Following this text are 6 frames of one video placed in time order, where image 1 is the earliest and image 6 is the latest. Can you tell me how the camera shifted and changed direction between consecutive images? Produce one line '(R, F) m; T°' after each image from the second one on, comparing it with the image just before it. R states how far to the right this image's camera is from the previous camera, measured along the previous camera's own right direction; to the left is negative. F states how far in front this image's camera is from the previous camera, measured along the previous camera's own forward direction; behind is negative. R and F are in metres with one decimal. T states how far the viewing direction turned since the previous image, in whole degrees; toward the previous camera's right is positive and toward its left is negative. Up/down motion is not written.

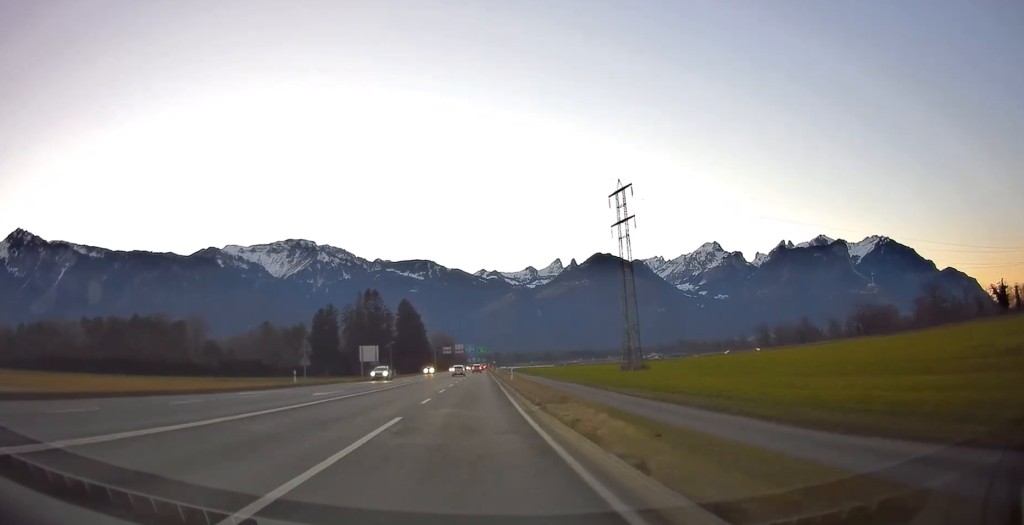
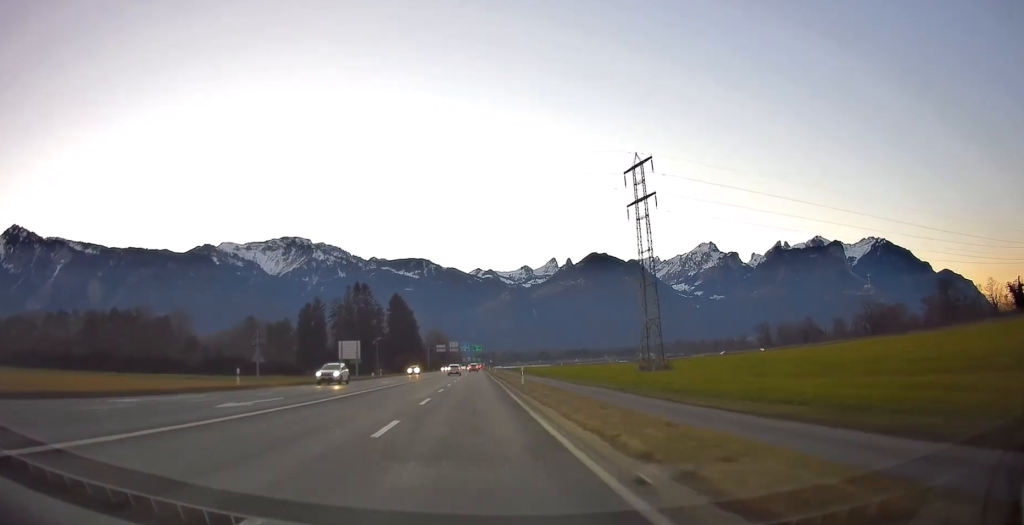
(+0.2, +10.3) m; 0°
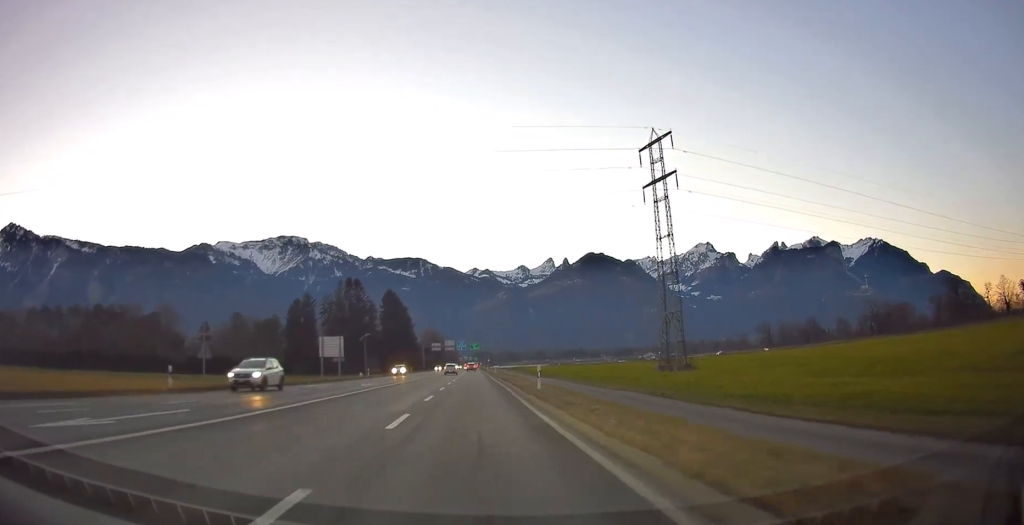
(-0.1, +7.7) m; 0°
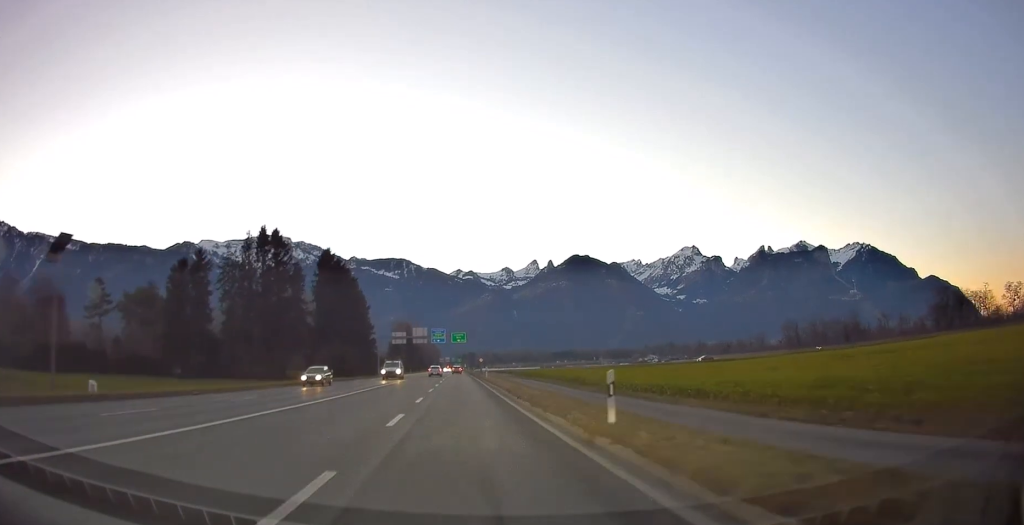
(+2.1, +63.2) m; +3°
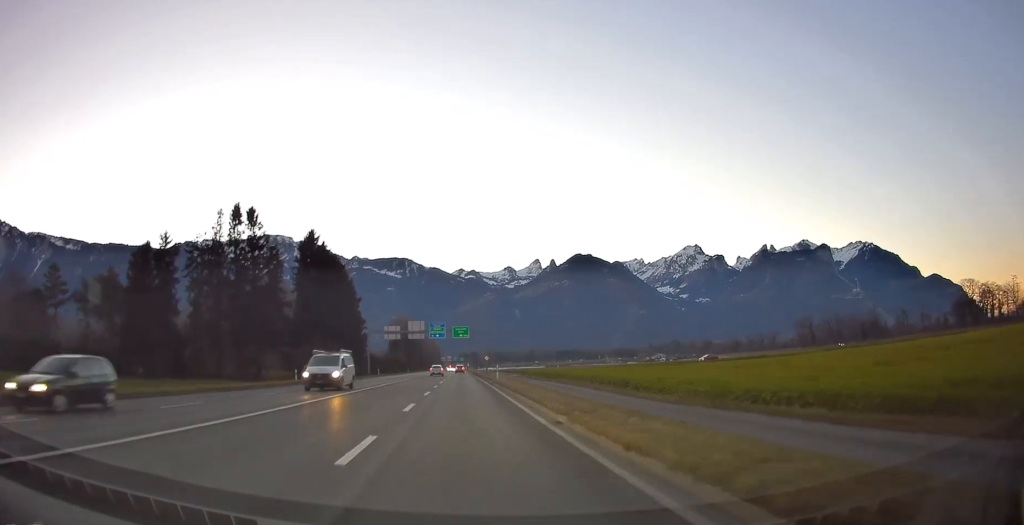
(0.0, +14.9) m; 0°
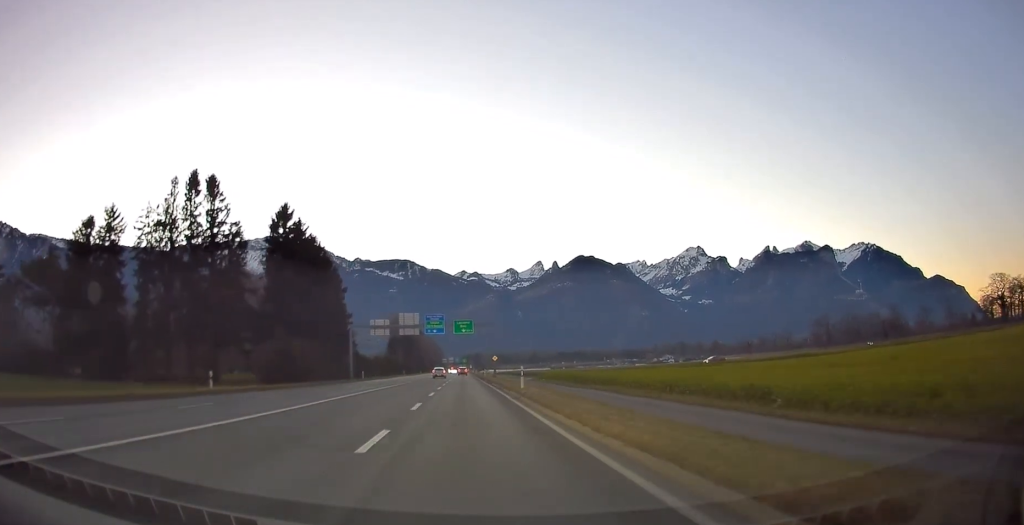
(+0.1, +17.4) m; 0°
